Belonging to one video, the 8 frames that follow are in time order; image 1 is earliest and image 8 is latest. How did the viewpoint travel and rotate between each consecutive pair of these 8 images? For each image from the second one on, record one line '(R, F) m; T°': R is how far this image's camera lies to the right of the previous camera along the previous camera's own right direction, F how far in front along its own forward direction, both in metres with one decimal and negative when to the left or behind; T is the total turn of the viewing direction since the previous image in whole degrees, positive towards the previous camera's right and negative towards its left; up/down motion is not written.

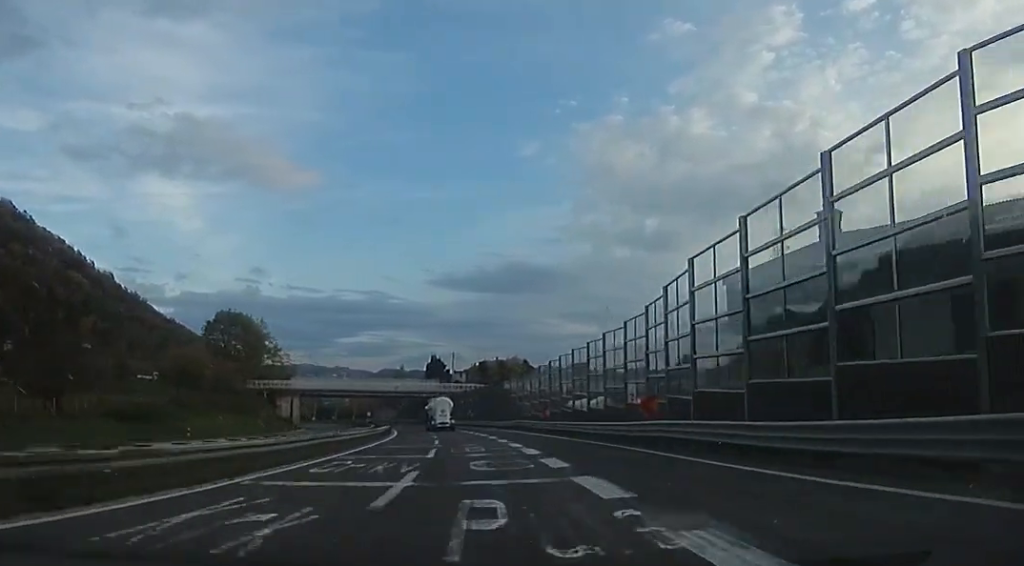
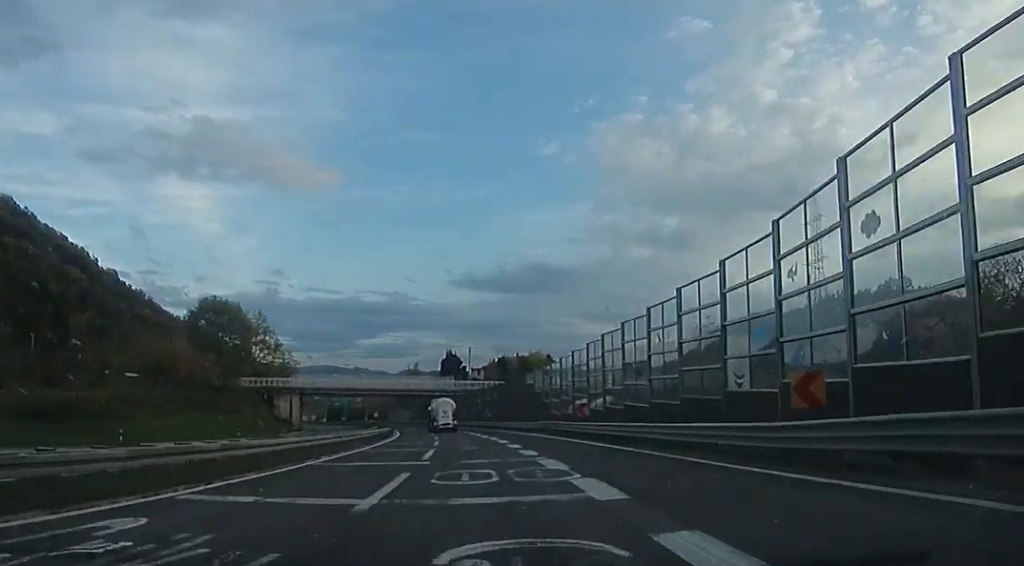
(-0.3, +11.6) m; -2°
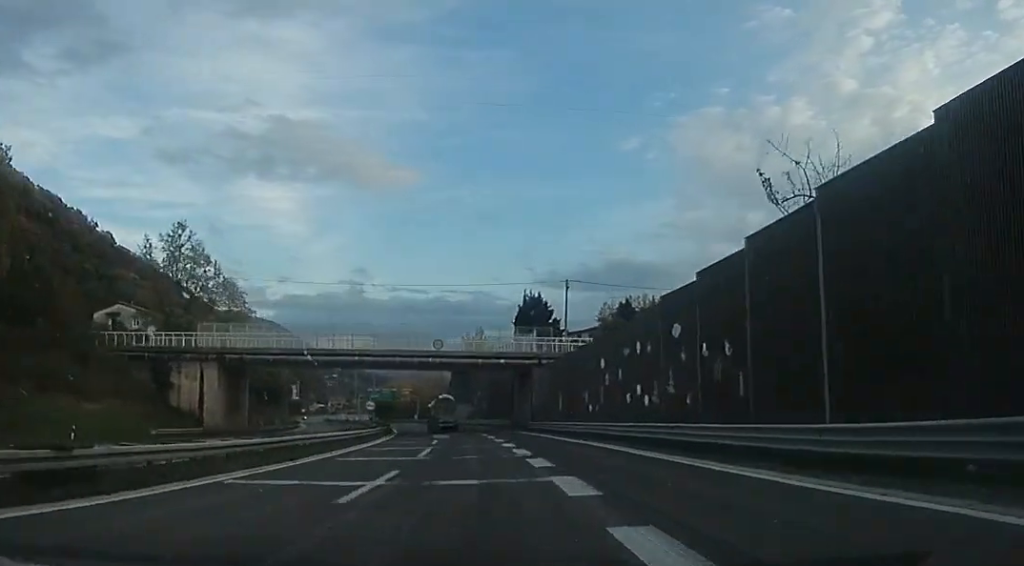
(-1.5, +57.7) m; -7°
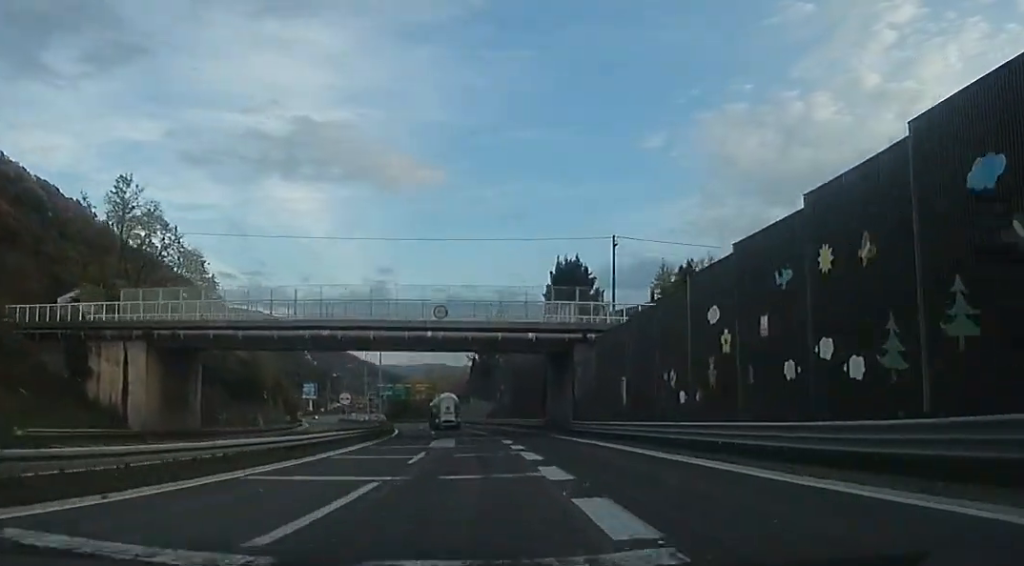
(-0.4, +15.1) m; -3°
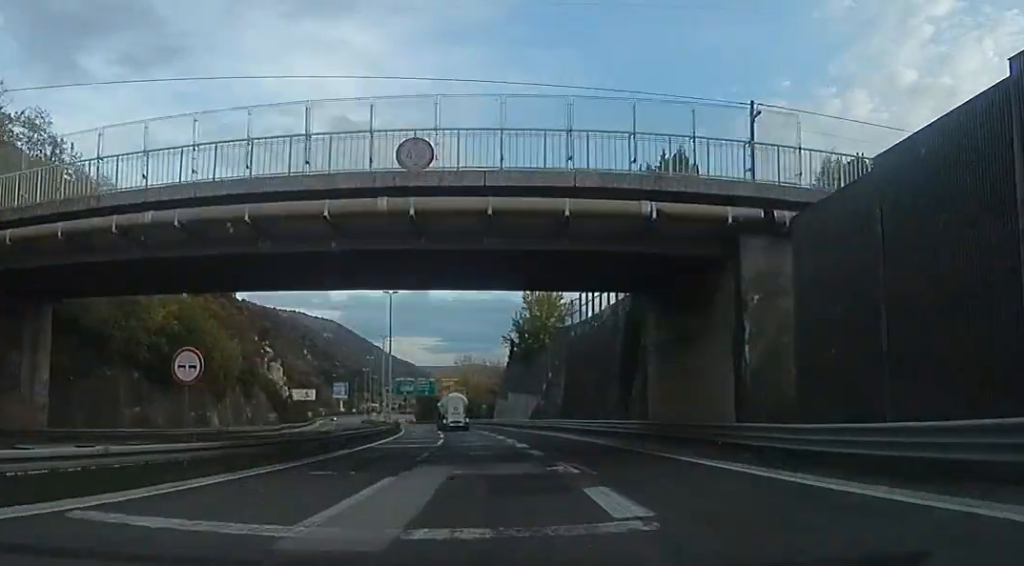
(-1.1, +22.1) m; -2°
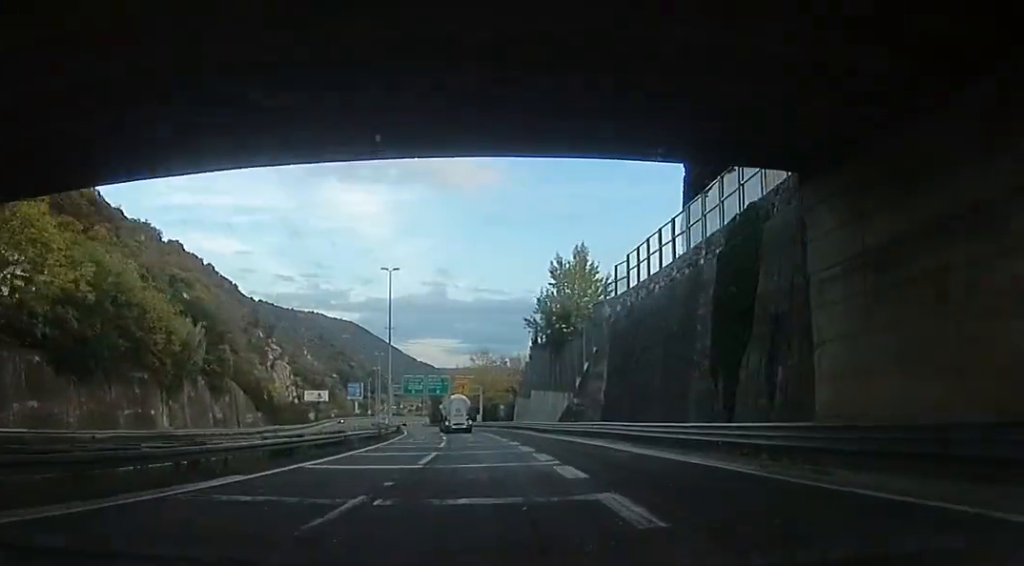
(+0.7, +12.3) m; -2°
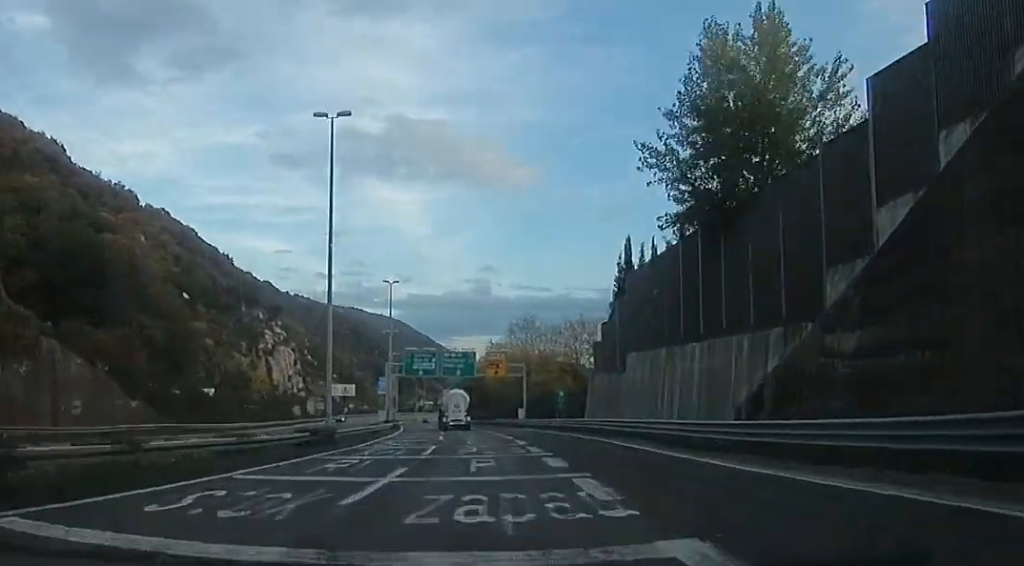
(-2.4, +32.3) m; -5°
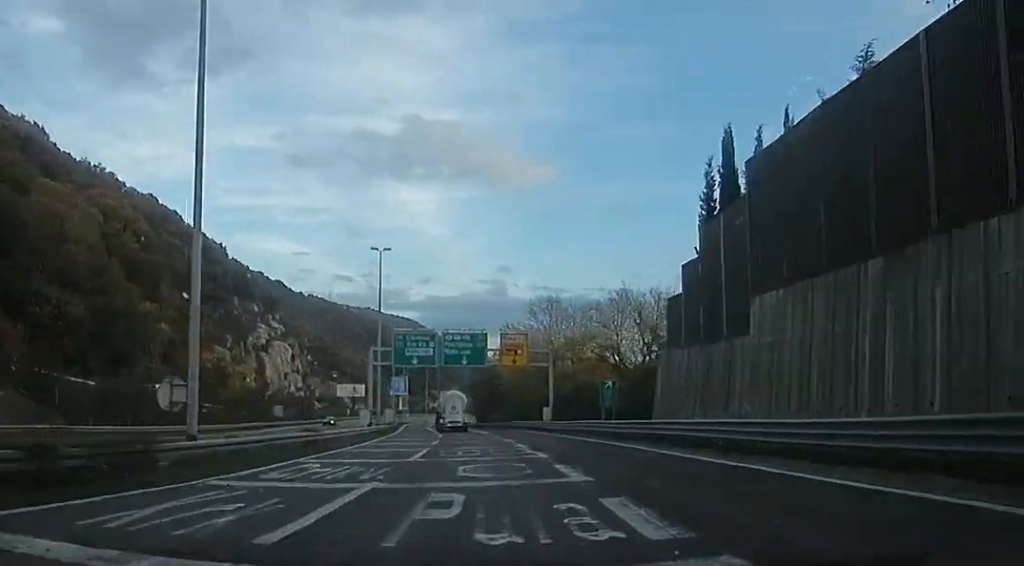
(+0.2, +14.6) m; 0°
